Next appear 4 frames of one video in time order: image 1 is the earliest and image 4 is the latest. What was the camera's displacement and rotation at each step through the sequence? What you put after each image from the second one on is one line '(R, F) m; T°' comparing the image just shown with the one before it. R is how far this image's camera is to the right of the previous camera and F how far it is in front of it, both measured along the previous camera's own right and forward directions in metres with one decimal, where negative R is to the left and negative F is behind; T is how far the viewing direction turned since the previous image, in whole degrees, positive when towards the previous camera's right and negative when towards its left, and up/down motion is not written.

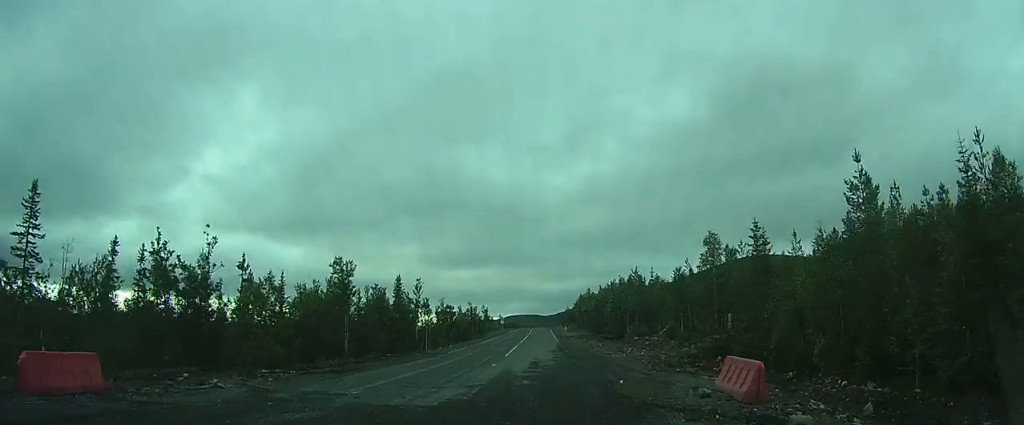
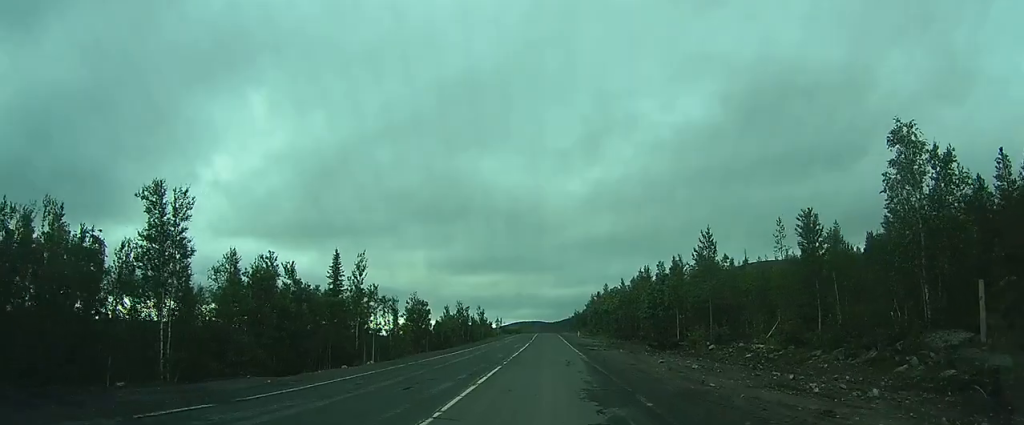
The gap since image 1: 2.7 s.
(+0.7, +29.5) m; +5°
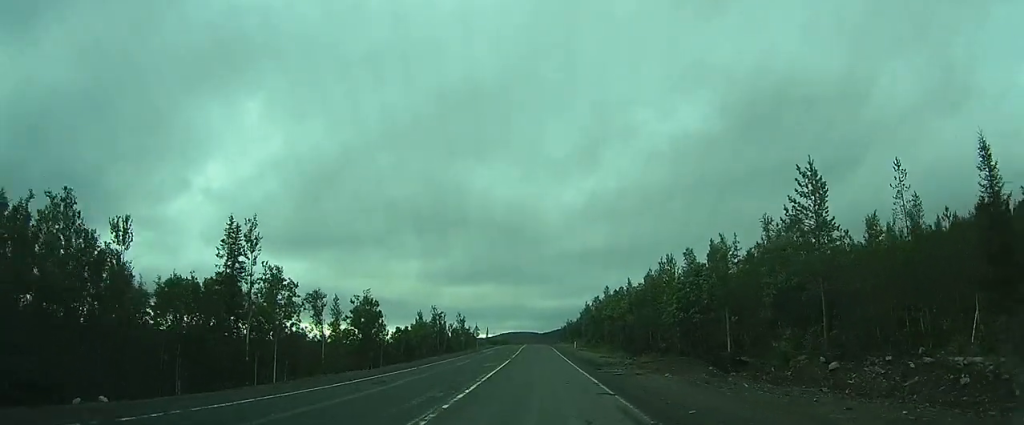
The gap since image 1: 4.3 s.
(+0.4, +14.9) m; 0°
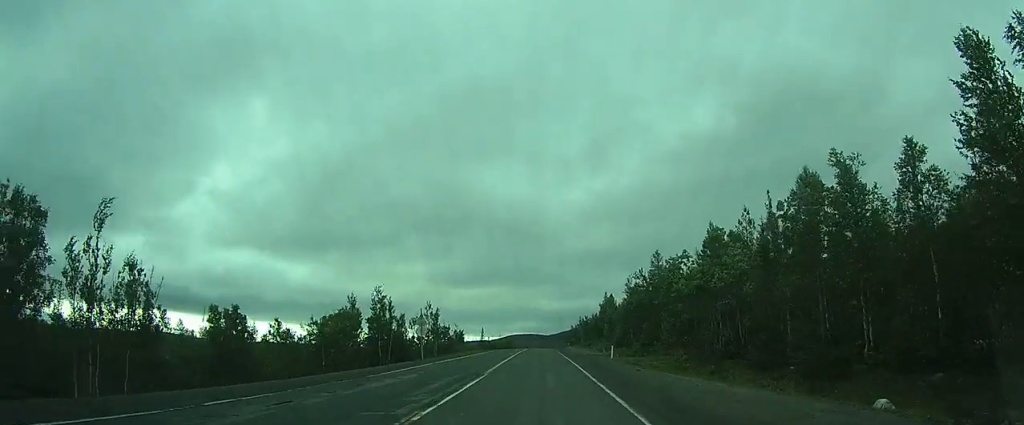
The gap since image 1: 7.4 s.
(-0.3, +33.7) m; -1°
